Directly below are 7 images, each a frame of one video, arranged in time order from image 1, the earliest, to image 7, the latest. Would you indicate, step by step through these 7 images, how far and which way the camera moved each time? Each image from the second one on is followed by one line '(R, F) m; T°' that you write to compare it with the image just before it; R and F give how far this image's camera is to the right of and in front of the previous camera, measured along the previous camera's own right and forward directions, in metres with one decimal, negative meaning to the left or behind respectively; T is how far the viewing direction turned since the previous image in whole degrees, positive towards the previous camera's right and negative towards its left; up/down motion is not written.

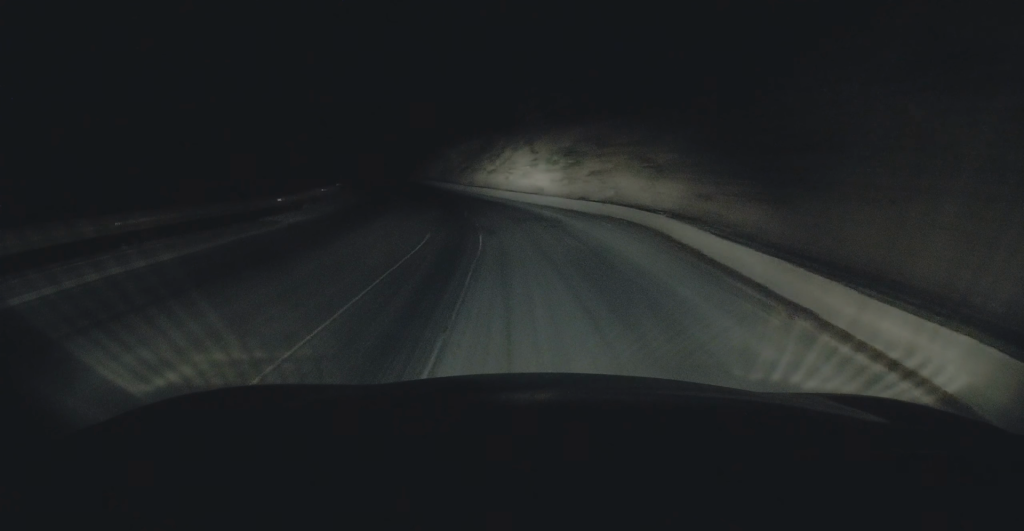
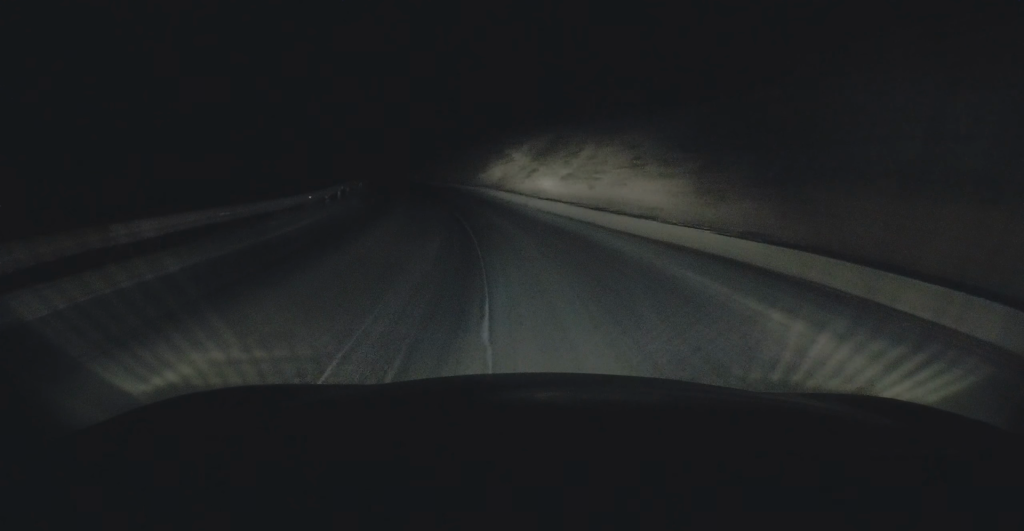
(-0.1, +10.7) m; -1°
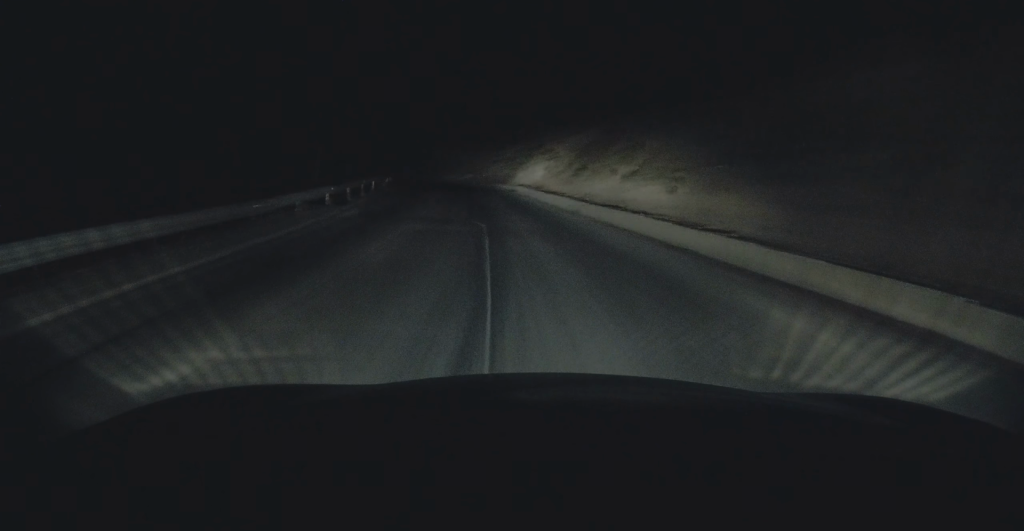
(-0.1, +5.4) m; -1°
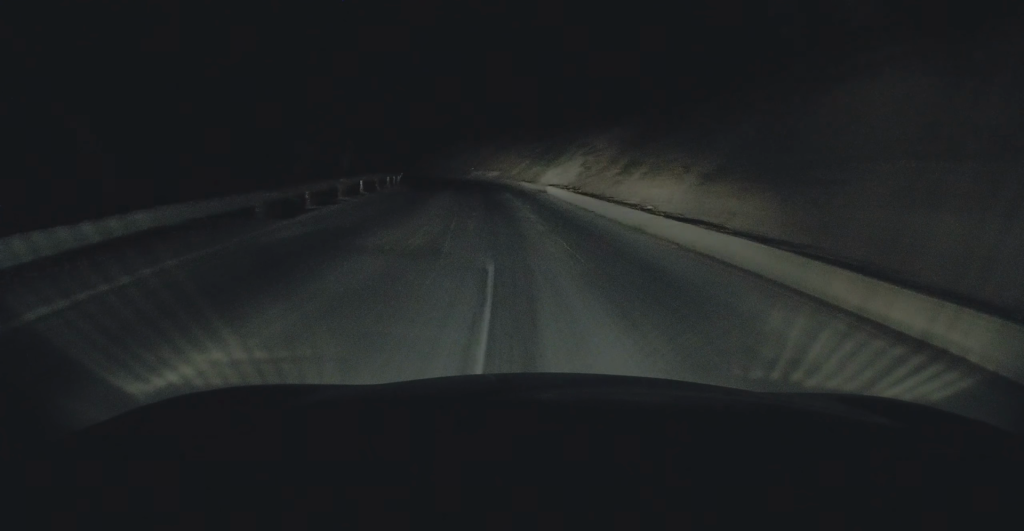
(-0.1, +5.6) m; -2°
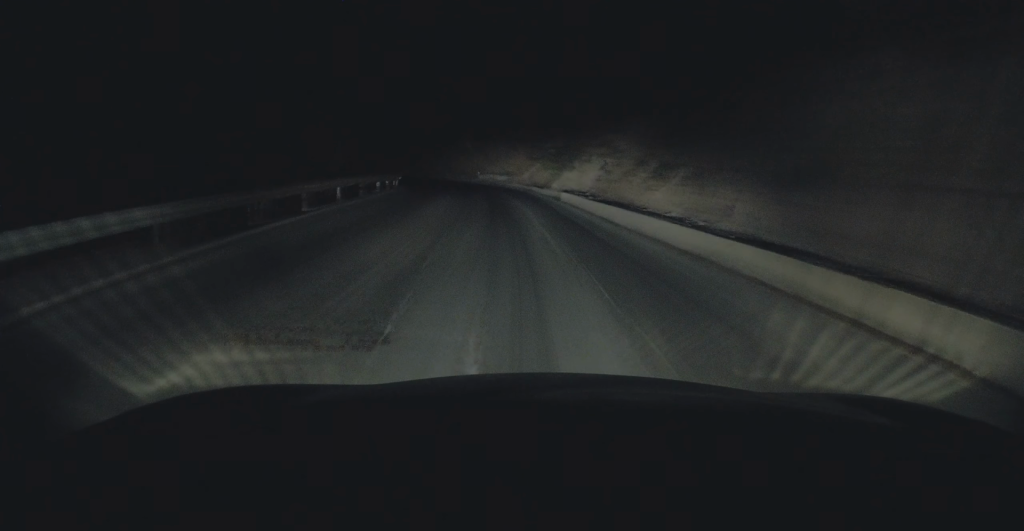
(0.0, +3.1) m; -1°
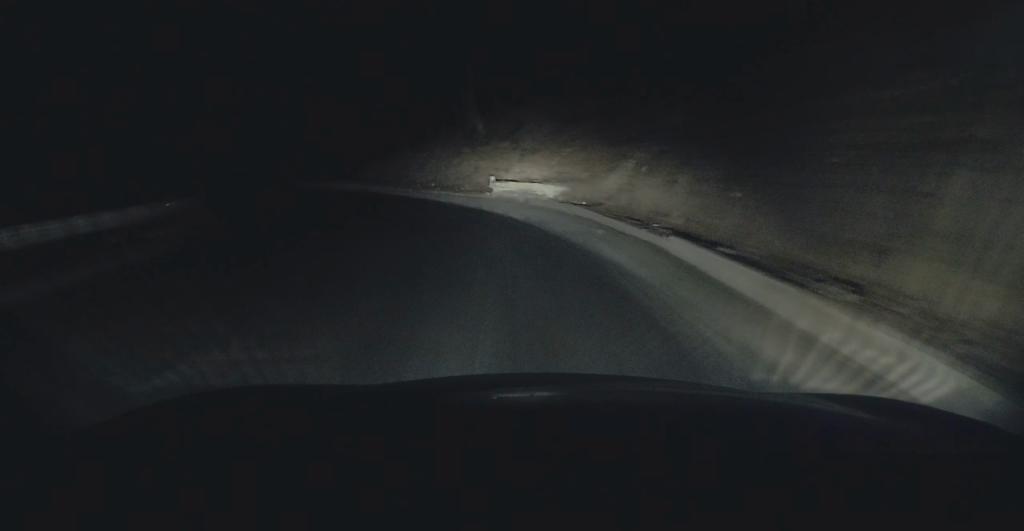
(-1.7, +25.0) m; -8°
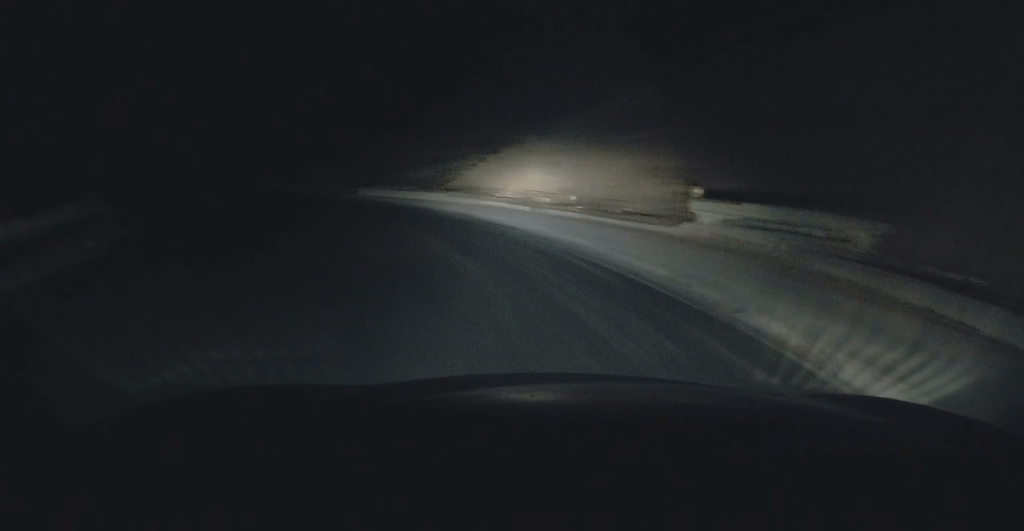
(-0.8, +9.8) m; -14°
